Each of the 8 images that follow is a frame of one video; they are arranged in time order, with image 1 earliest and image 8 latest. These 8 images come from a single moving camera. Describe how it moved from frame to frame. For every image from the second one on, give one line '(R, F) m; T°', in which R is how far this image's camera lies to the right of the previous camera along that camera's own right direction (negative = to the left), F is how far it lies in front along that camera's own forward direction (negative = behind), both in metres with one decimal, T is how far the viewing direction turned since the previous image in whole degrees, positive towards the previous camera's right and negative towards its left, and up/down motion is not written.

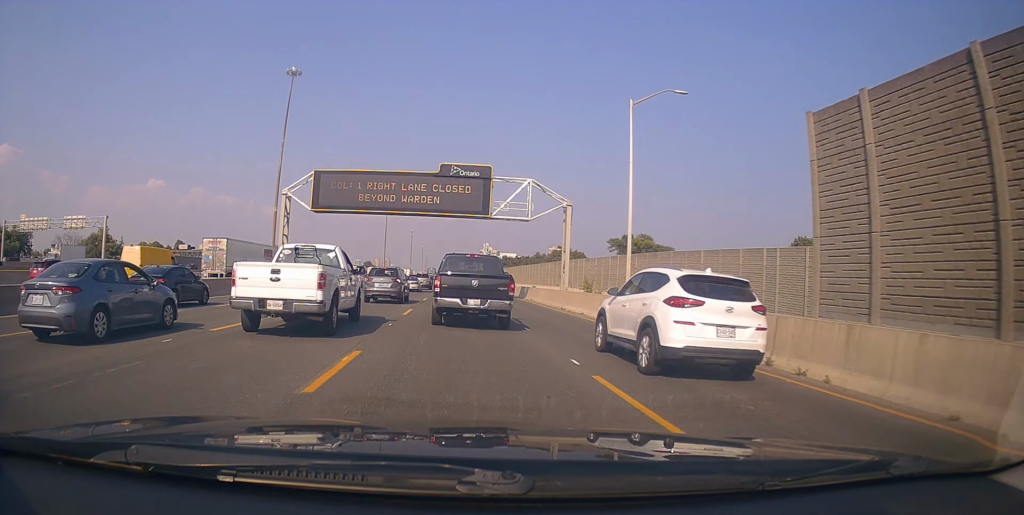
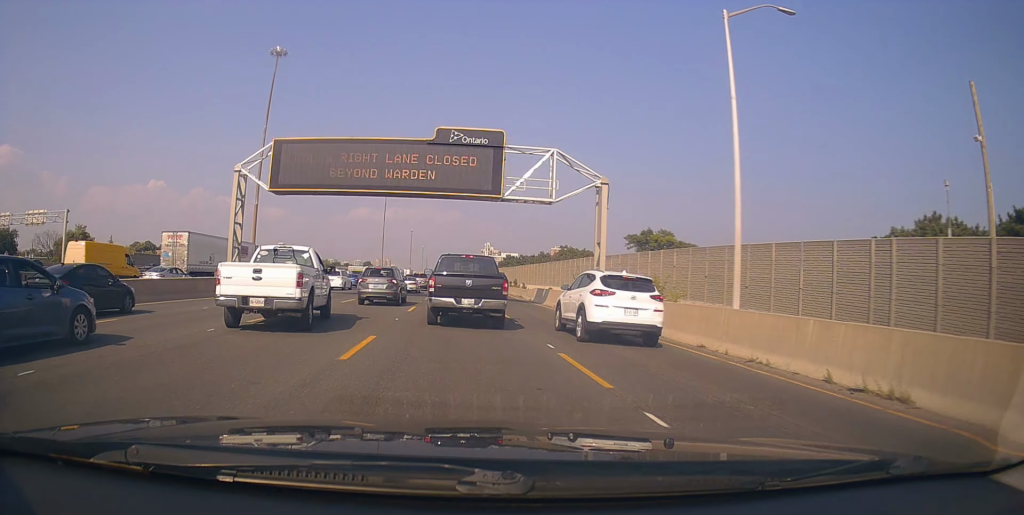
(+0.2, +10.4) m; +2°
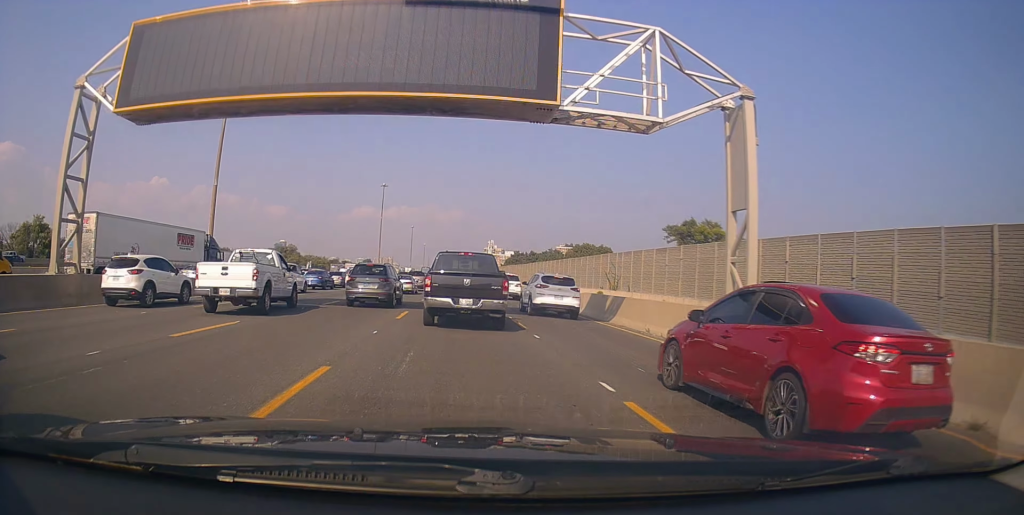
(+0.1, +18.0) m; -2°
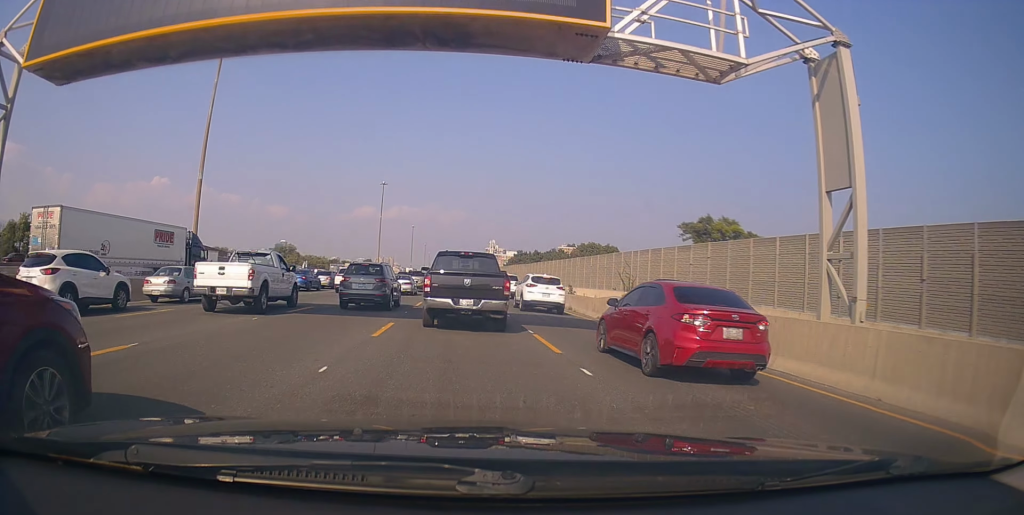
(-0.4, +5.2) m; +1°
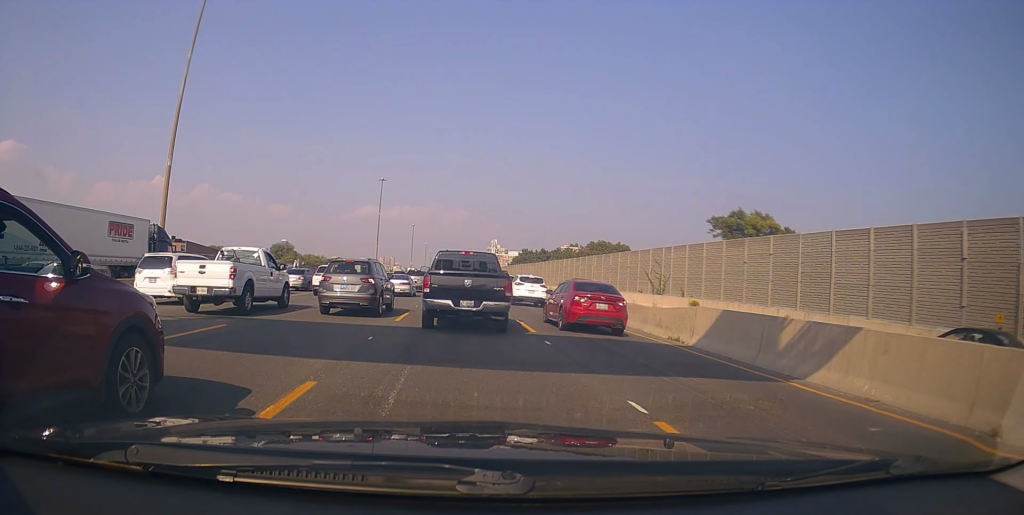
(+0.5, +8.9) m; +3°
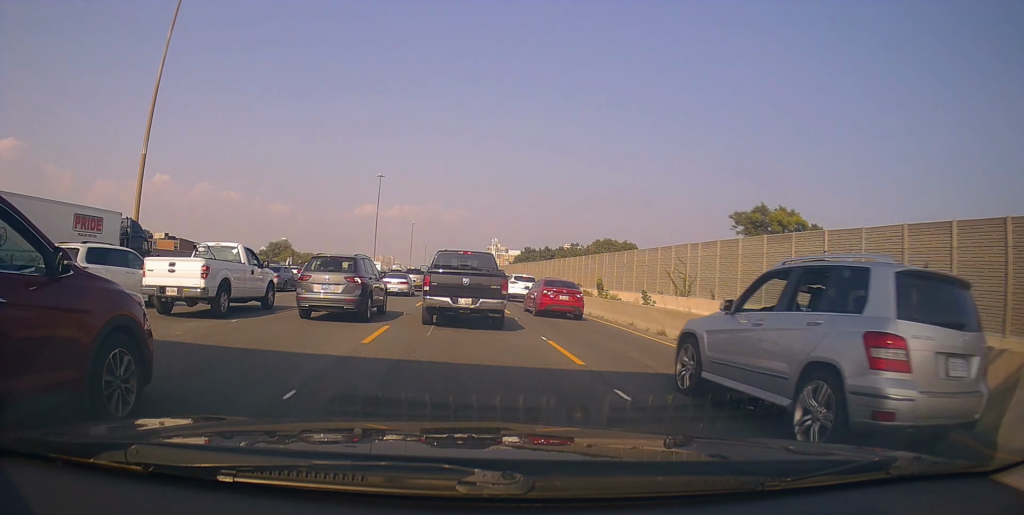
(-0.2, +5.7) m; -2°
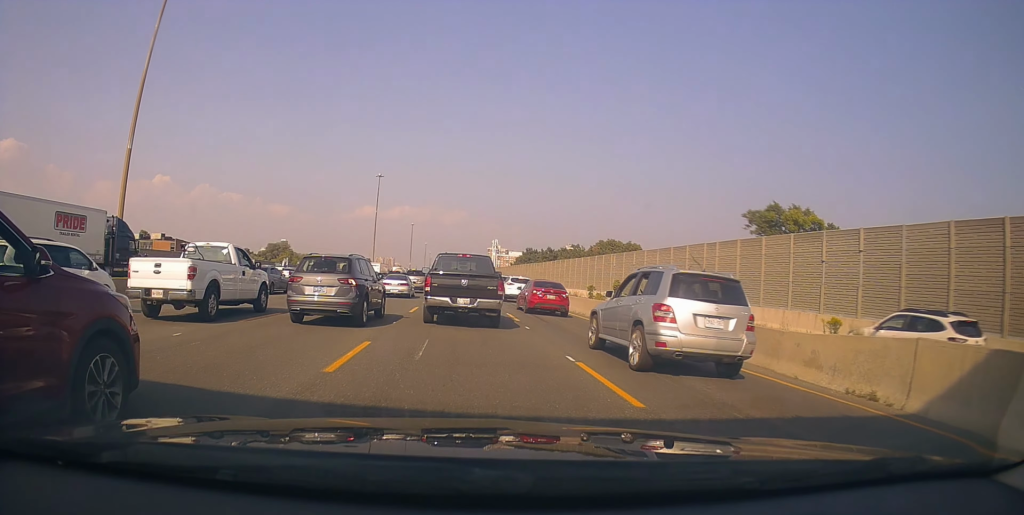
(0.0, +3.2) m; 0°
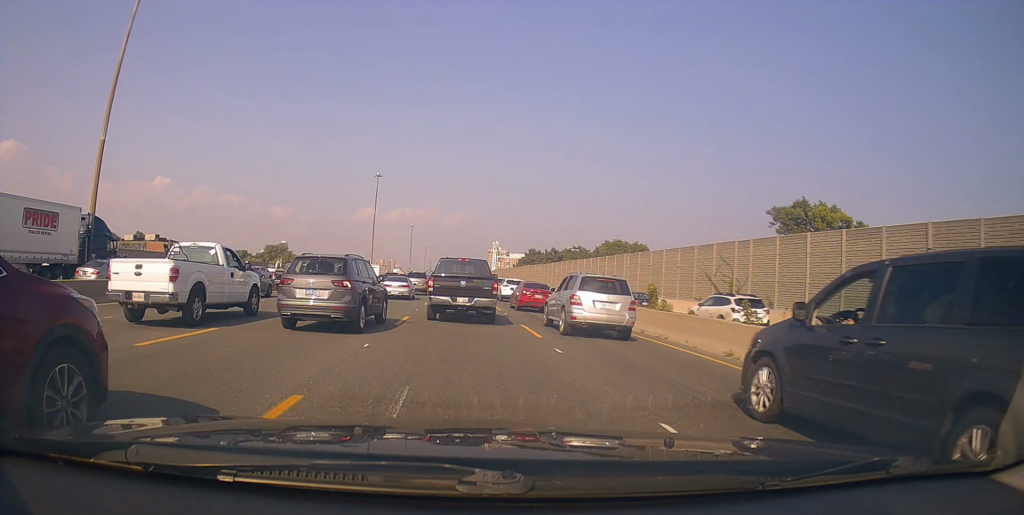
(0.0, +5.1) m; +1°
